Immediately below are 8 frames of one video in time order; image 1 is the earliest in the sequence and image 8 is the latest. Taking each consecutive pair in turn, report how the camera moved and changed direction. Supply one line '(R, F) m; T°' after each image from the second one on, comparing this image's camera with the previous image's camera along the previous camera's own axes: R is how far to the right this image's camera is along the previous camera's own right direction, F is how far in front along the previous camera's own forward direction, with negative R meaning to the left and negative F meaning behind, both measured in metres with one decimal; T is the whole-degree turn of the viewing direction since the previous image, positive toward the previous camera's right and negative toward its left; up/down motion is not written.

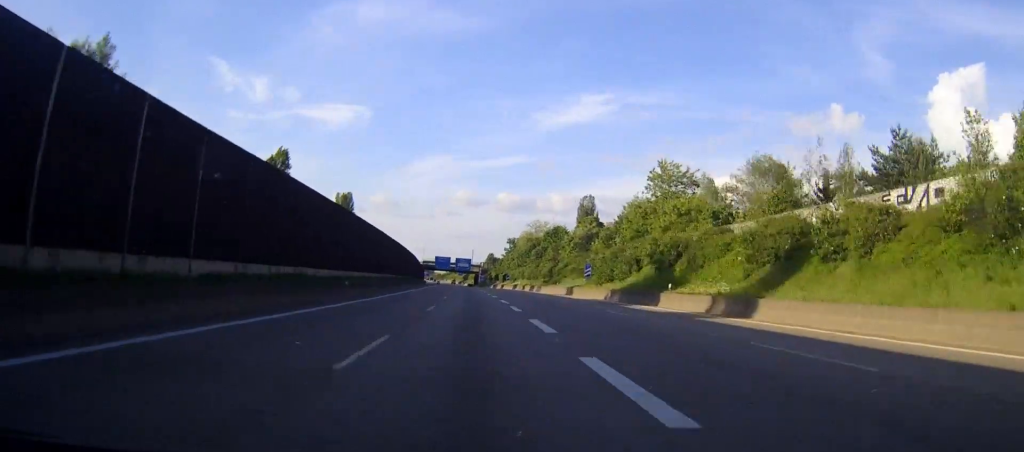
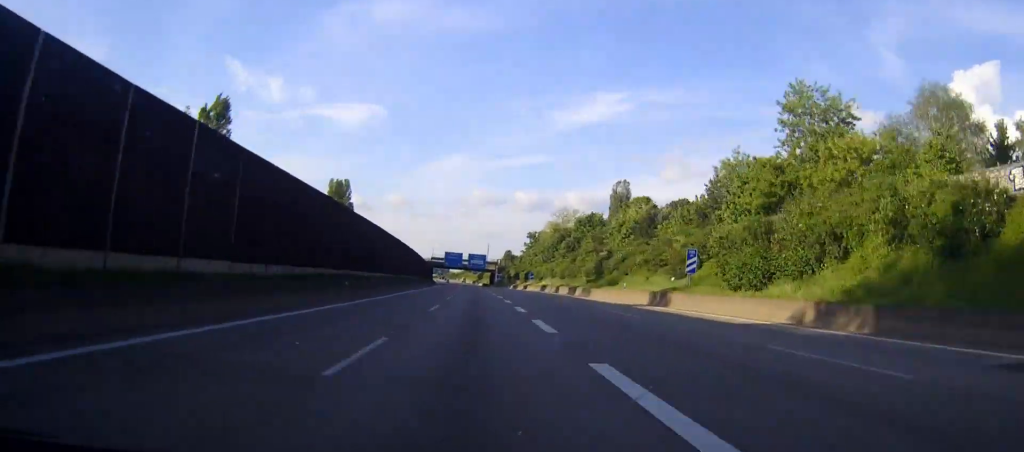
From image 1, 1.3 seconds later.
(-0.2, +36.3) m; -1°
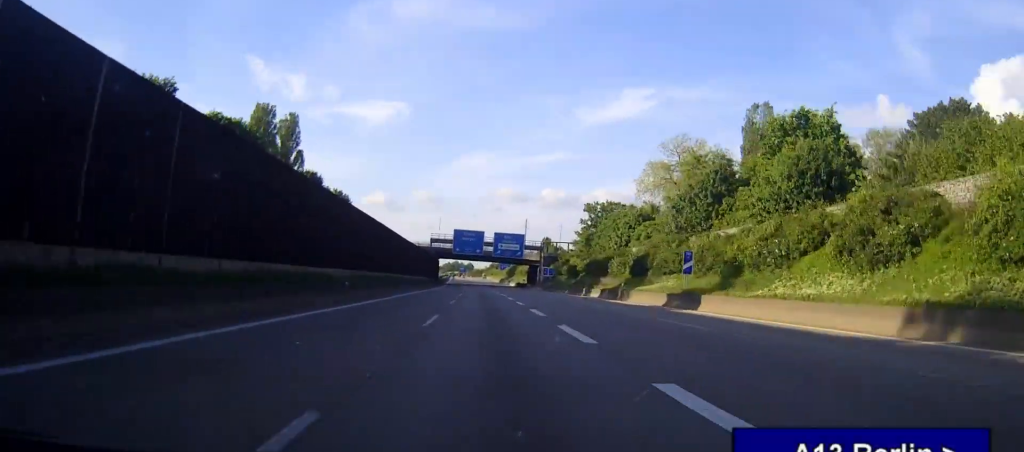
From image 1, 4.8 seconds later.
(-1.4, +97.6) m; -1°
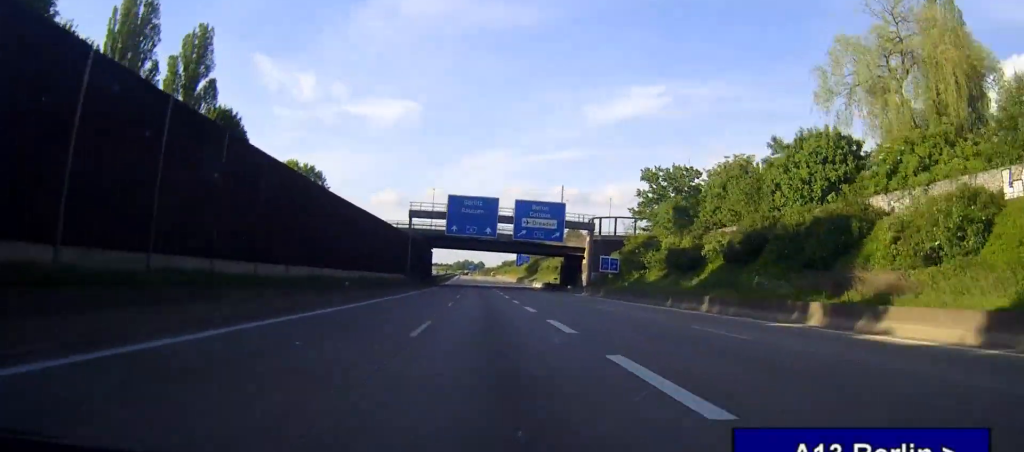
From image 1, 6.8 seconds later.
(-0.4, +55.6) m; -1°
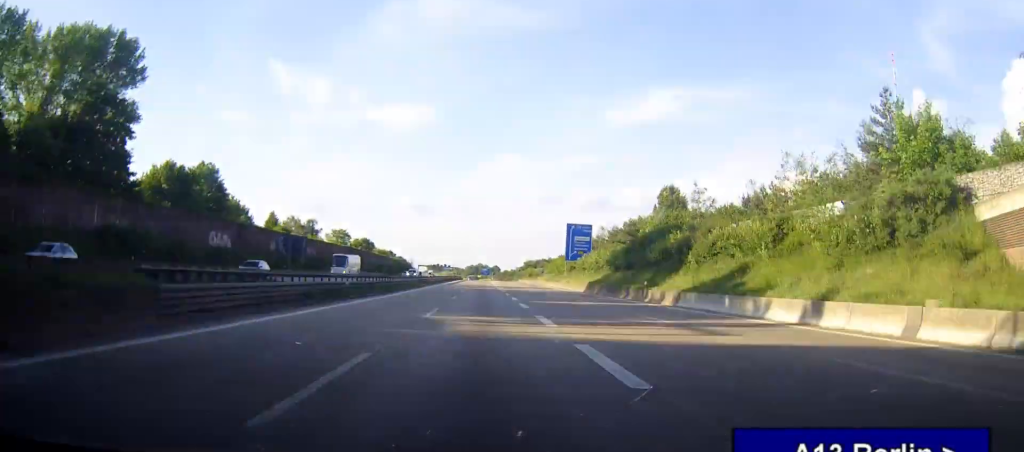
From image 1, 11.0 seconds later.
(-1.5, +116.7) m; -1°
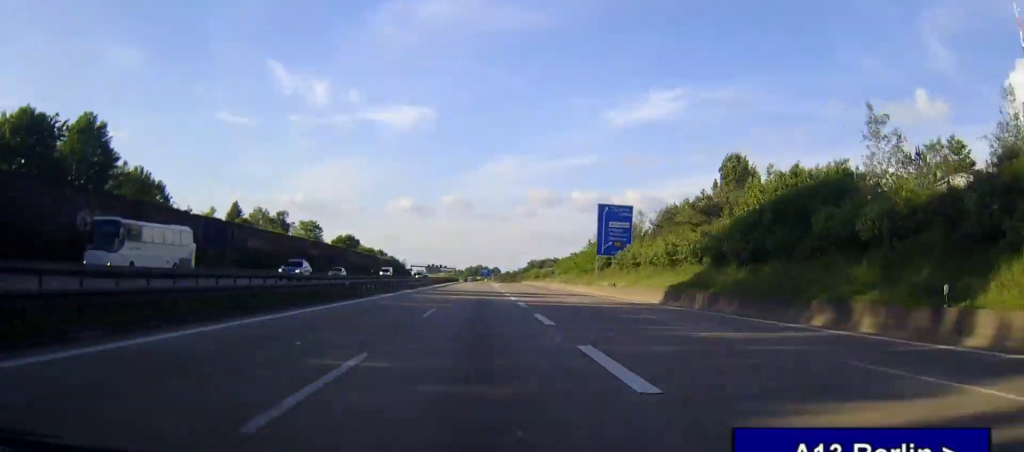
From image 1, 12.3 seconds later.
(+0.3, +36.0) m; 0°
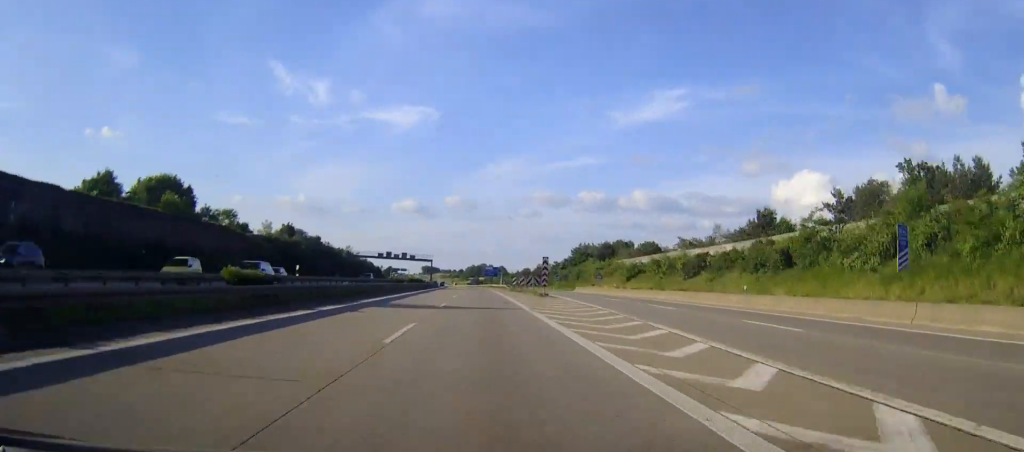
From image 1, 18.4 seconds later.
(-1.1, +169.1) m; -1°
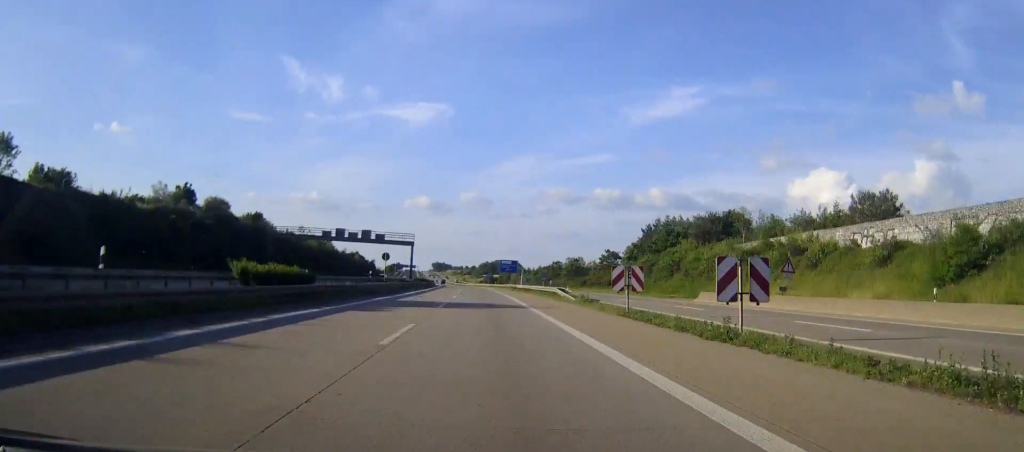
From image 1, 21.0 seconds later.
(-0.5, +72.2) m; -1°
